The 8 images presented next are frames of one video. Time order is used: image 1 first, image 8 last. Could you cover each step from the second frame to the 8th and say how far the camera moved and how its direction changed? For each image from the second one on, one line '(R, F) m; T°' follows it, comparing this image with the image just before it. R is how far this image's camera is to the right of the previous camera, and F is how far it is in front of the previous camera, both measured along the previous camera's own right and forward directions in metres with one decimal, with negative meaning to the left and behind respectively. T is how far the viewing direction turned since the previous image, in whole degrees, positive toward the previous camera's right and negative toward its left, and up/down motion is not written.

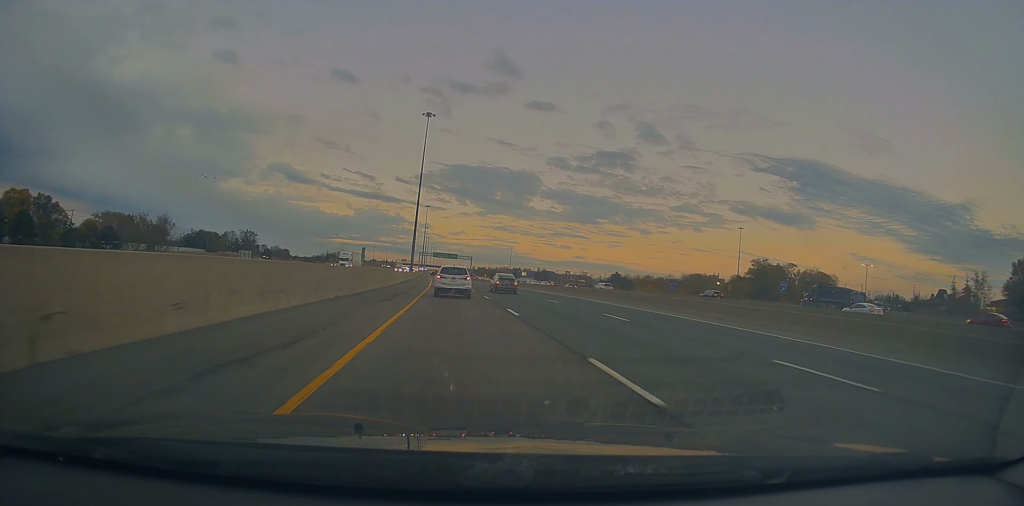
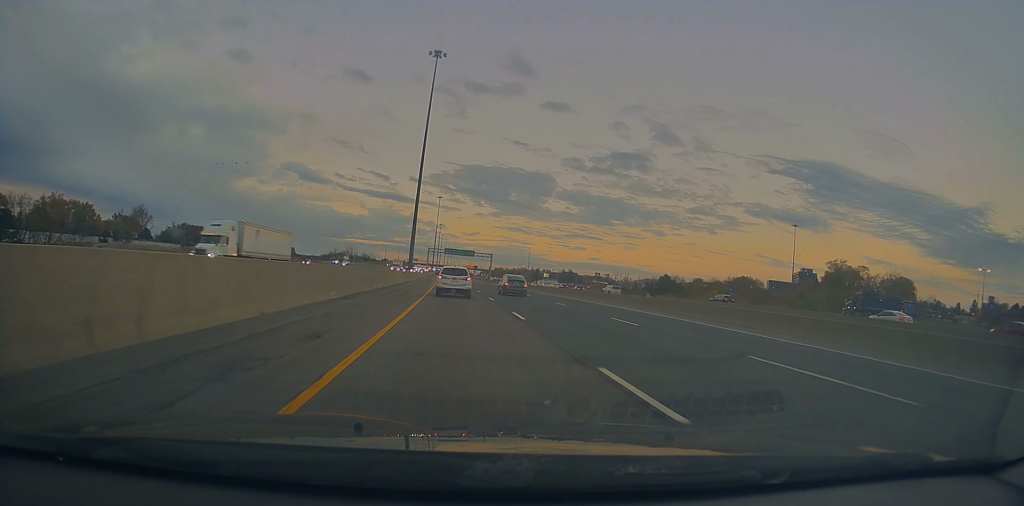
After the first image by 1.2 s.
(-0.8, +37.3) m; -2°
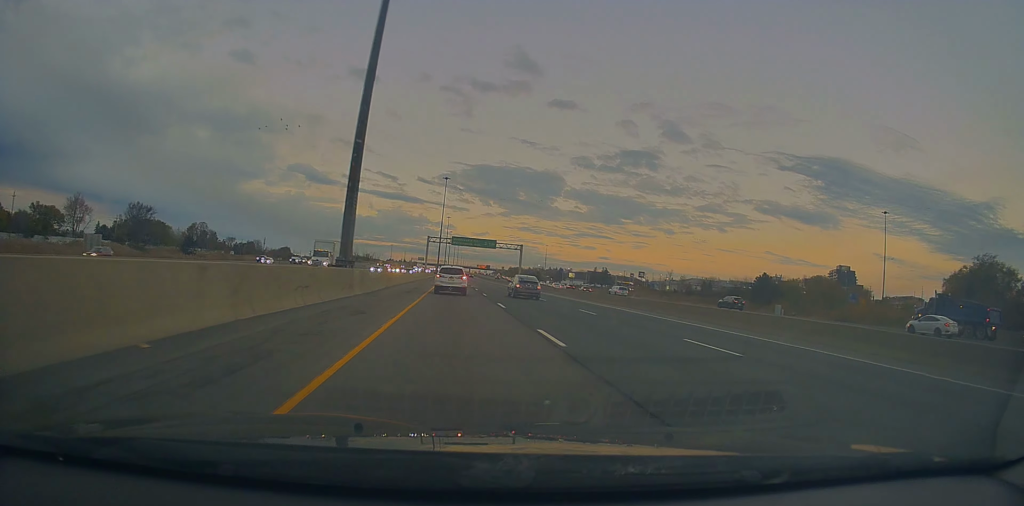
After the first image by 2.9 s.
(-0.3, +55.3) m; -1°
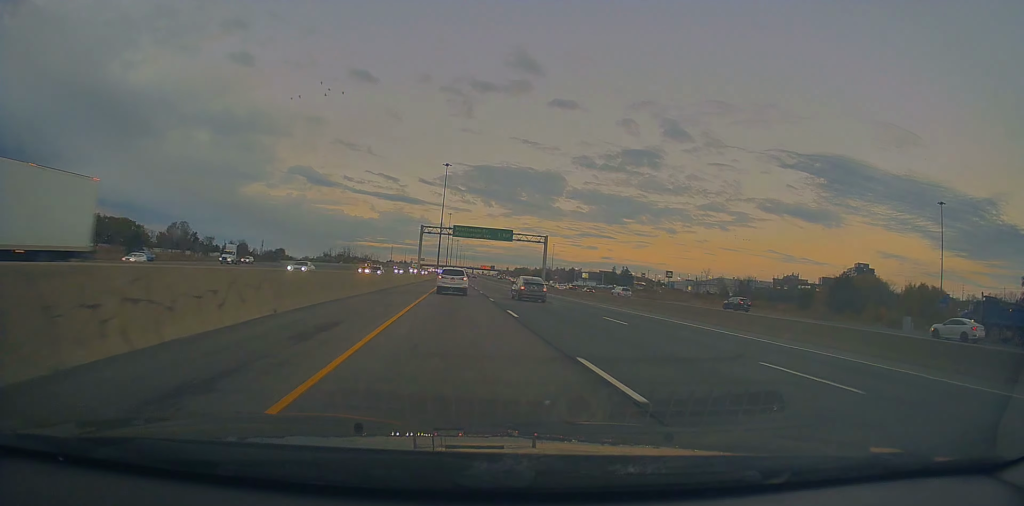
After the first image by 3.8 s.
(-0.3, +28.8) m; -1°
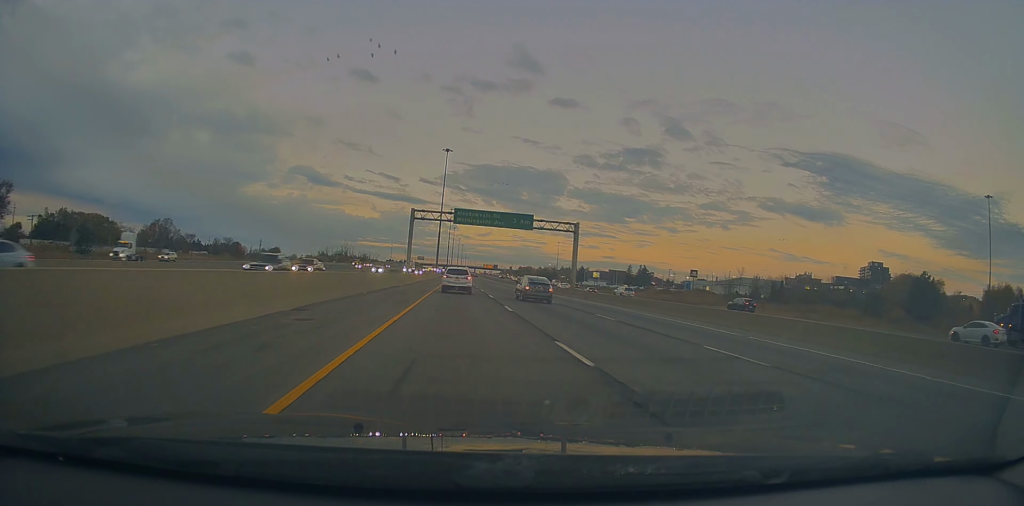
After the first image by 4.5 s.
(-0.2, +21.4) m; 0°
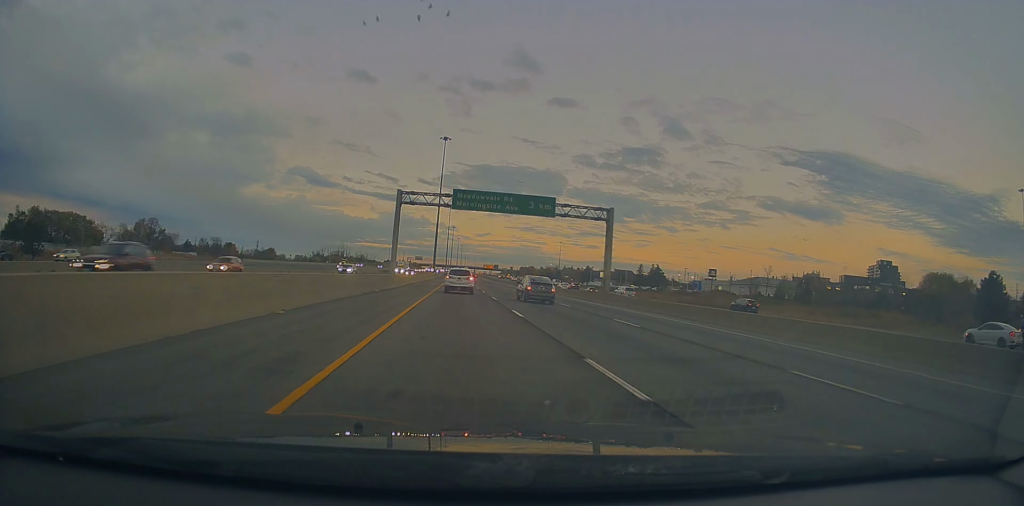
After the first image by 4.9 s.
(+0.1, +15.0) m; +1°
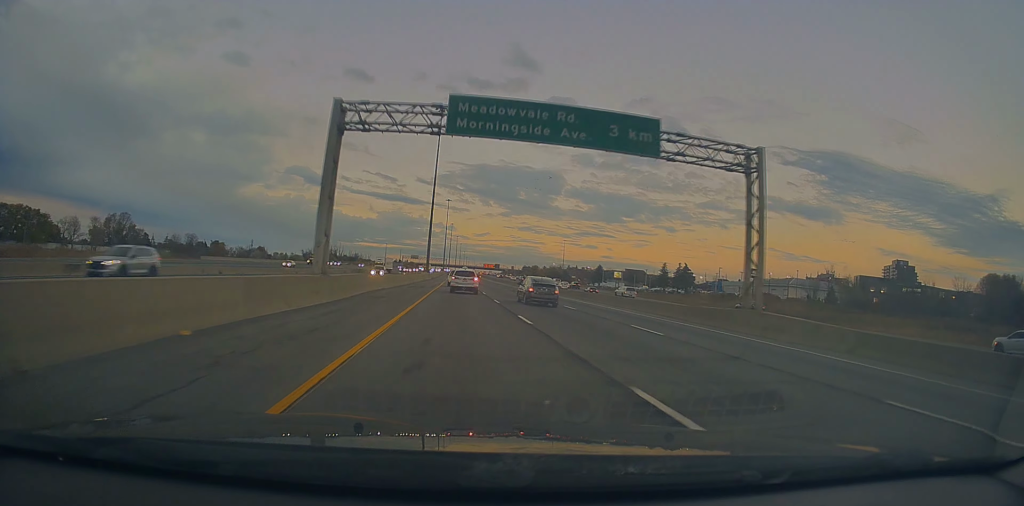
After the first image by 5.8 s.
(+0.2, +26.9) m; 0°
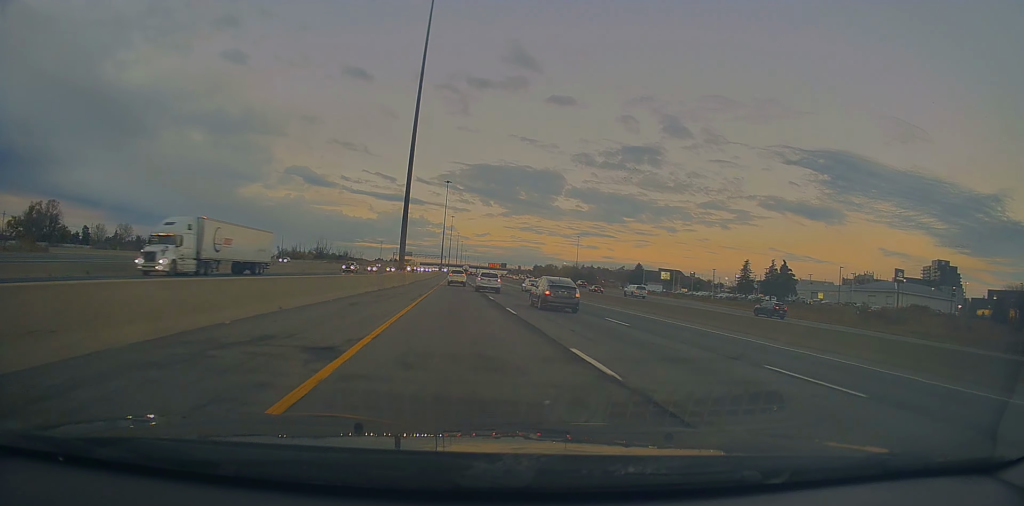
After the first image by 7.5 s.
(-0.2, +57.2) m; 0°
